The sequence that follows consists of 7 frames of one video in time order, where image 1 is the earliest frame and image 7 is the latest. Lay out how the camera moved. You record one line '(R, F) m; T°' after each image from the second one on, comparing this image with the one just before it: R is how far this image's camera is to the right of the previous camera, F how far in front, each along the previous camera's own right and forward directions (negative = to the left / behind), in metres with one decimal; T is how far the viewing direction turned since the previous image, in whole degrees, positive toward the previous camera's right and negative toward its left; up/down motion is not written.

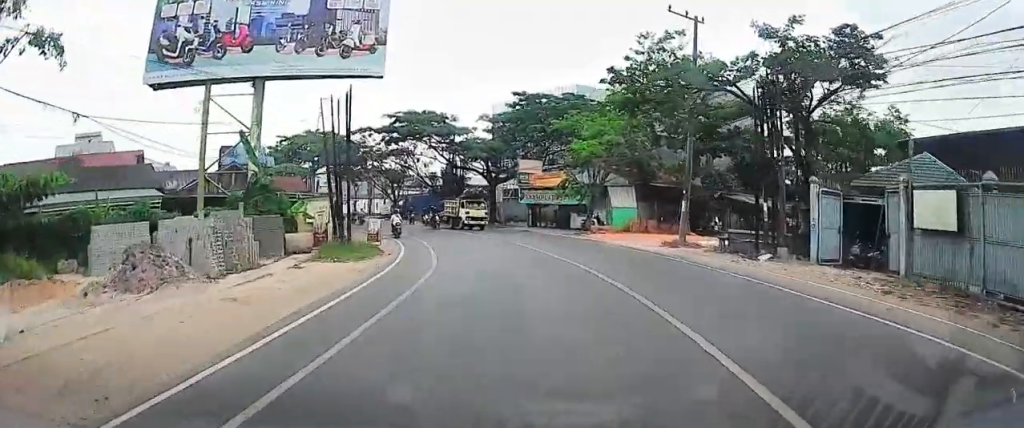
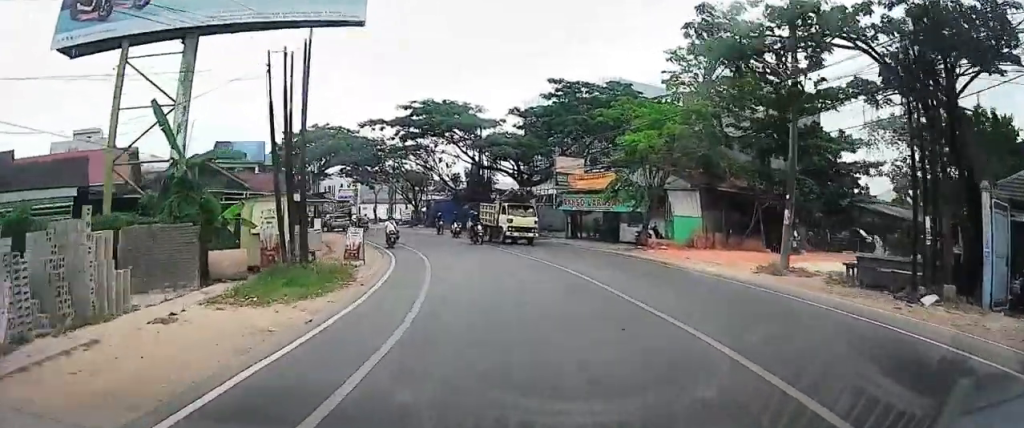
(-0.3, +7.5) m; -1°
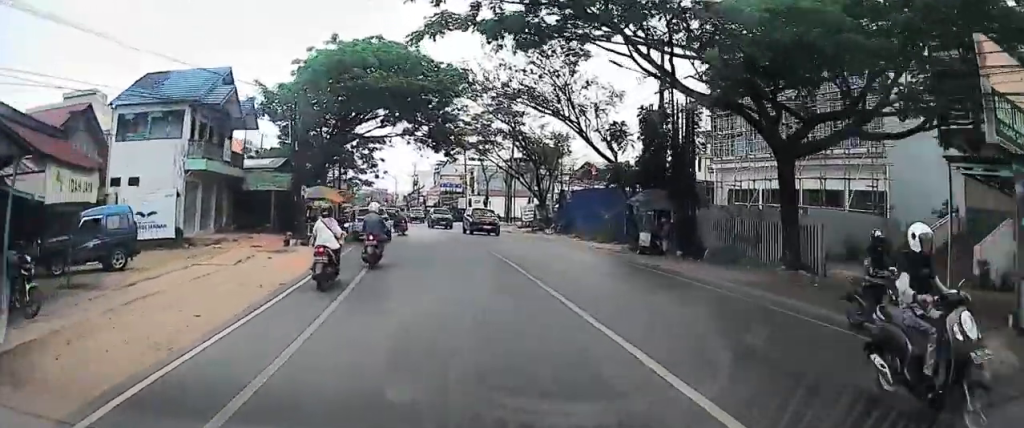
(-0.5, +30.7) m; -6°
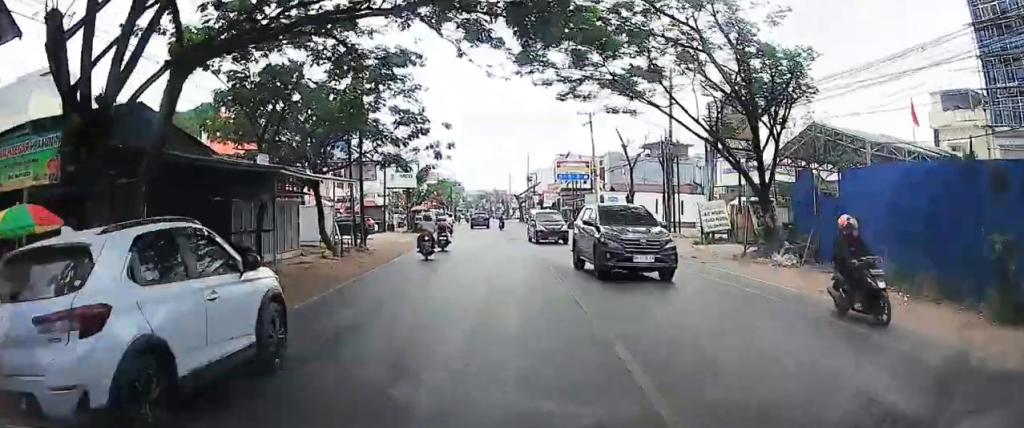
(-2.9, +27.7) m; -12°
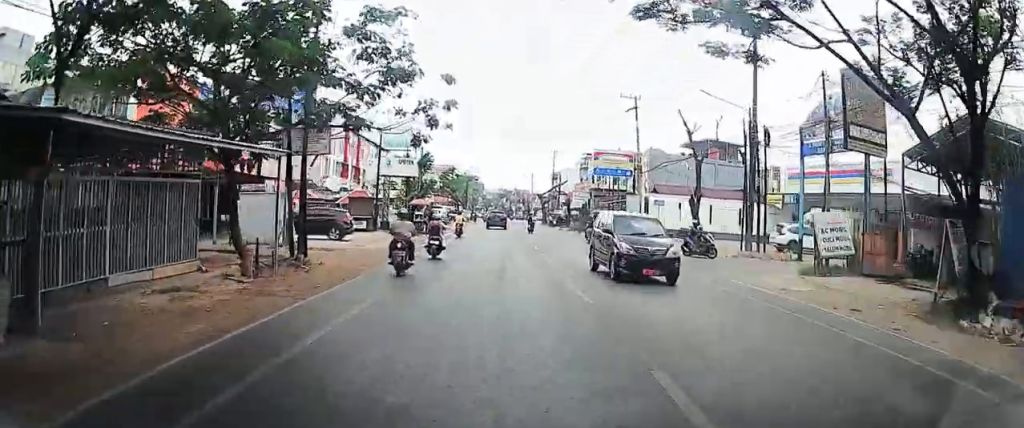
(-0.5, +11.5) m; -3°
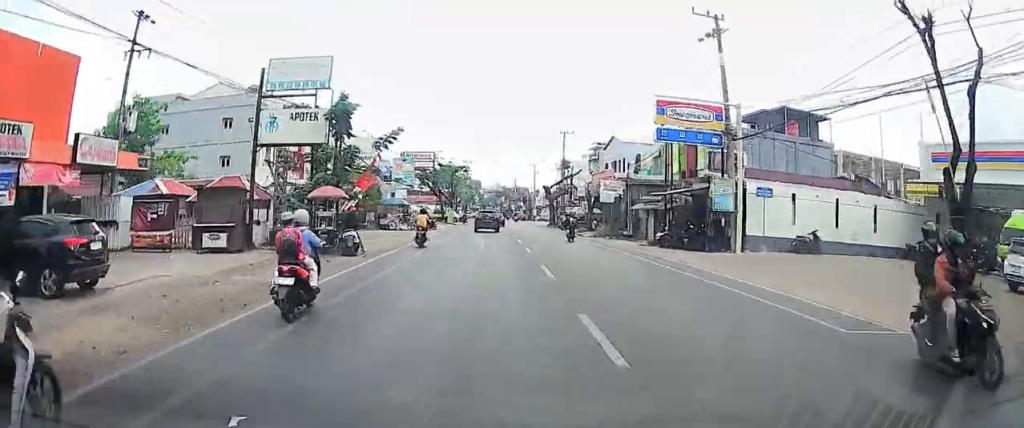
(-0.9, +20.8) m; -8°
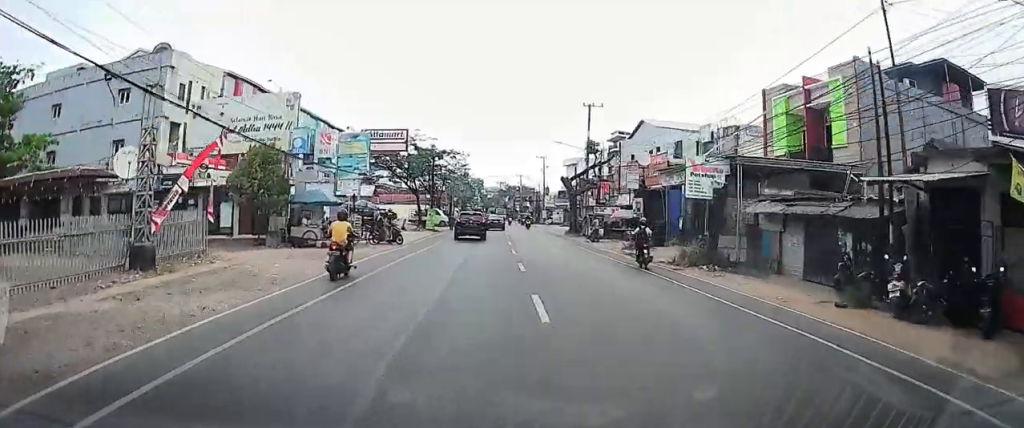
(-1.6, +18.3) m; -3°
